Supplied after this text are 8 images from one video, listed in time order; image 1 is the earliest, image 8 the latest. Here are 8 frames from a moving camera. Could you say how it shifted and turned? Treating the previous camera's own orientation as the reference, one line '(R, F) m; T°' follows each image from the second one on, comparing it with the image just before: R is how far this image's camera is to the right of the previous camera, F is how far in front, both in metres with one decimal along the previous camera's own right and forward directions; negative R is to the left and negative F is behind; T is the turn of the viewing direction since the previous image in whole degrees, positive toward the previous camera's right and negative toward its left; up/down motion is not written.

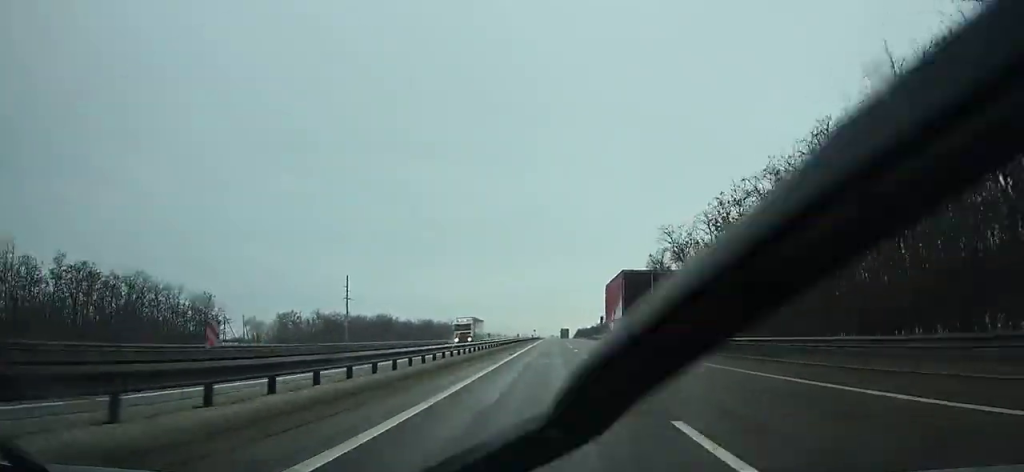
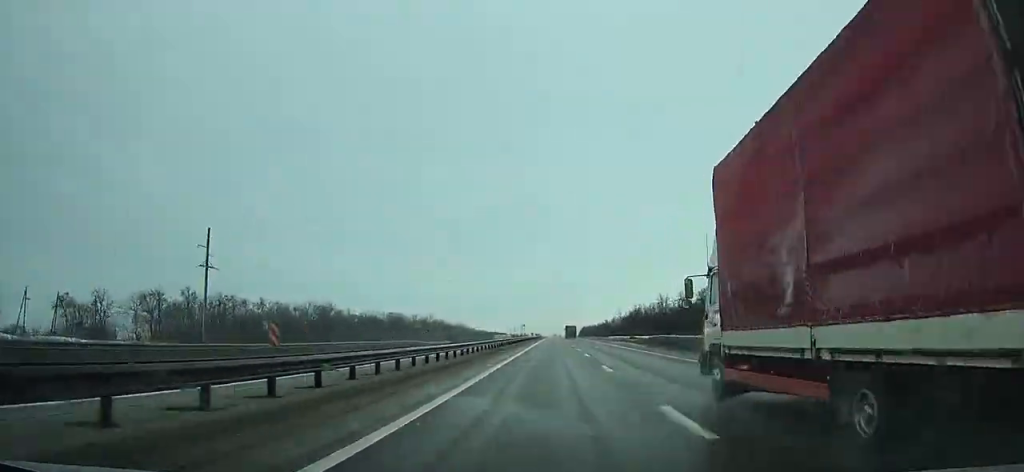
(-7.3, +67.5) m; -18°
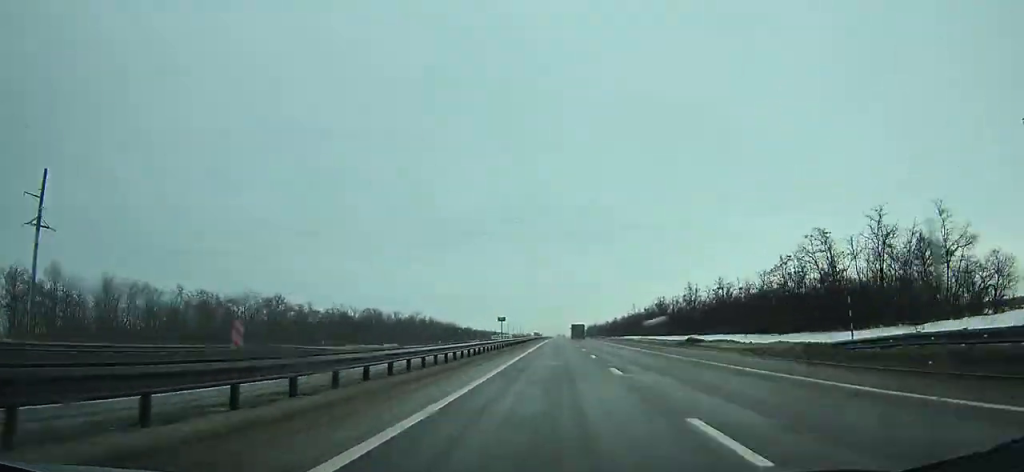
(-6.8, +31.6) m; -6°
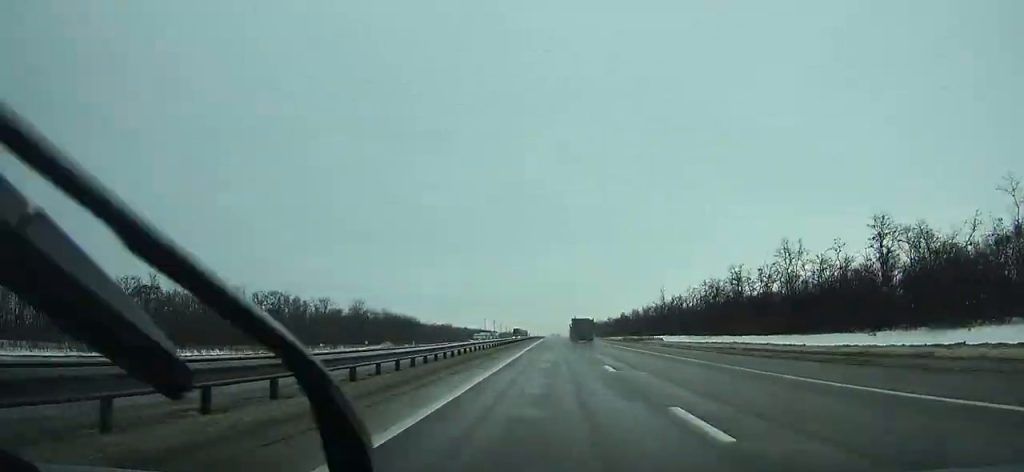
(-8.6, +60.8) m; -4°
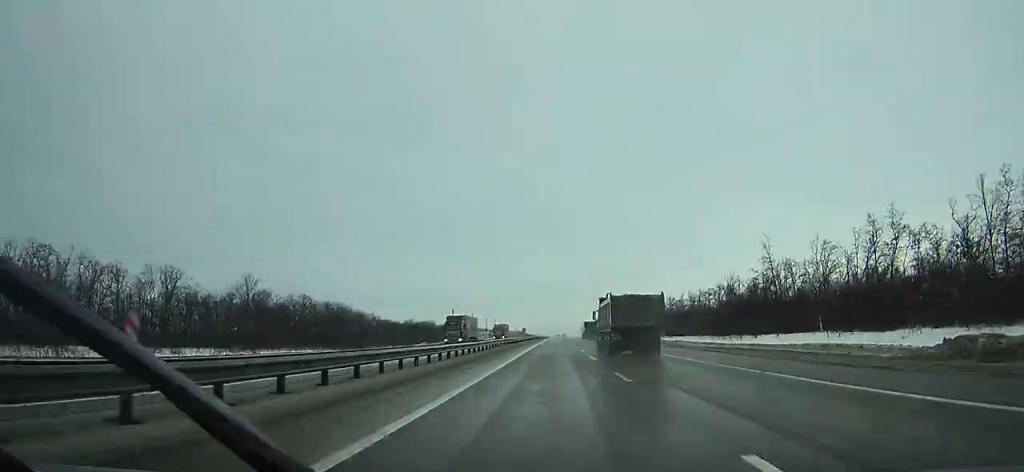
(+4.5, +64.2) m; +10°
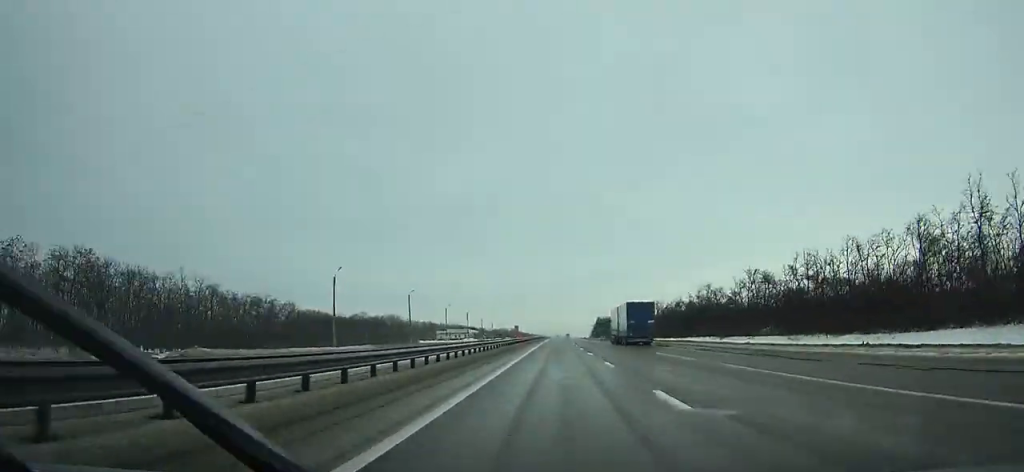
(+7.7, +69.2) m; +7°
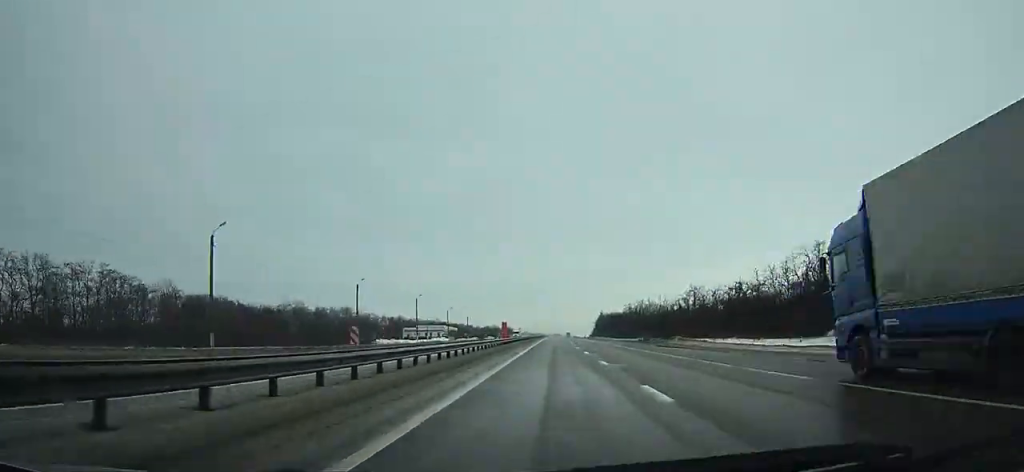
(+0.1, +55.8) m; 0°
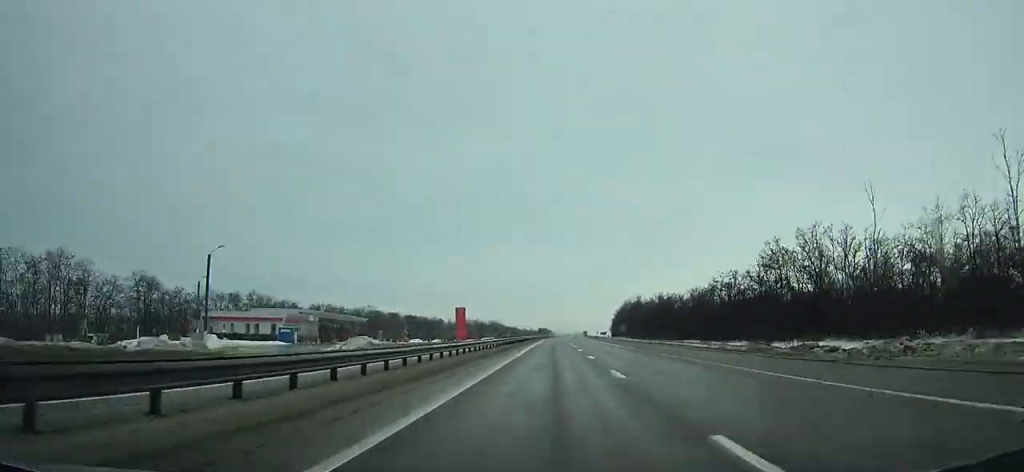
(+1.3, +140.4) m; +14°
